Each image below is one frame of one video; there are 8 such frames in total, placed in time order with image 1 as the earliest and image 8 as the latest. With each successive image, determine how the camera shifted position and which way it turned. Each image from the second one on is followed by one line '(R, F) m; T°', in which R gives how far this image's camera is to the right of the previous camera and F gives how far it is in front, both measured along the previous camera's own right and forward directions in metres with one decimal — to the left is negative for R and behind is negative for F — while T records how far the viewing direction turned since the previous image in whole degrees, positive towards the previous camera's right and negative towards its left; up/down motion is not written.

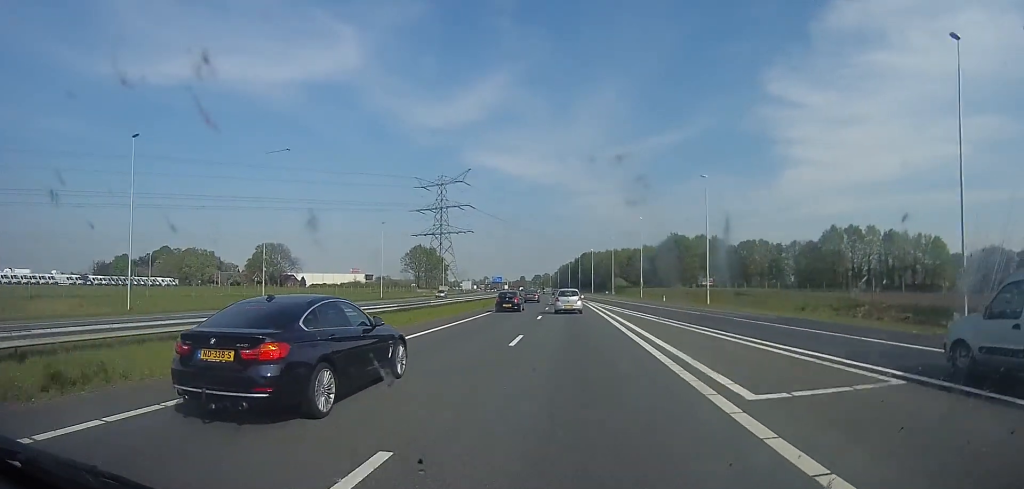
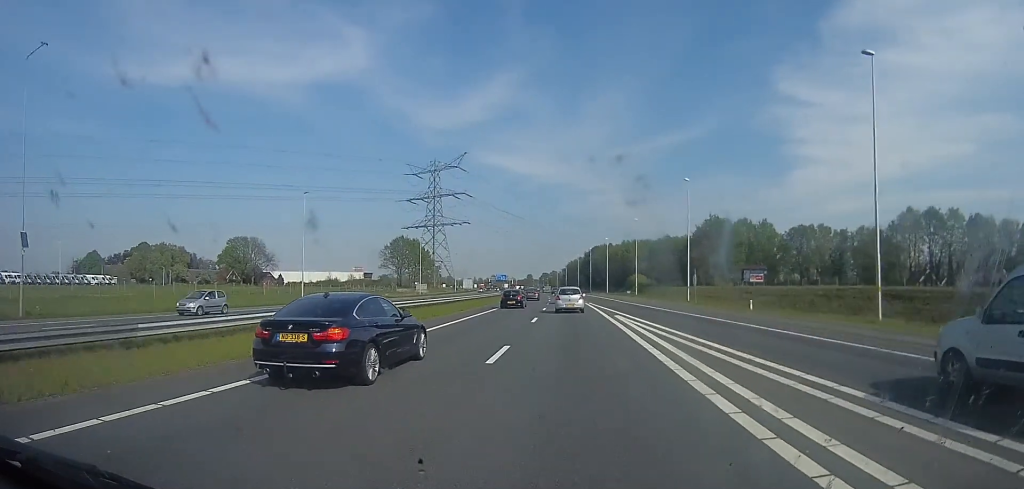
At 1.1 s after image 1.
(-0.2, +27.4) m; -4°
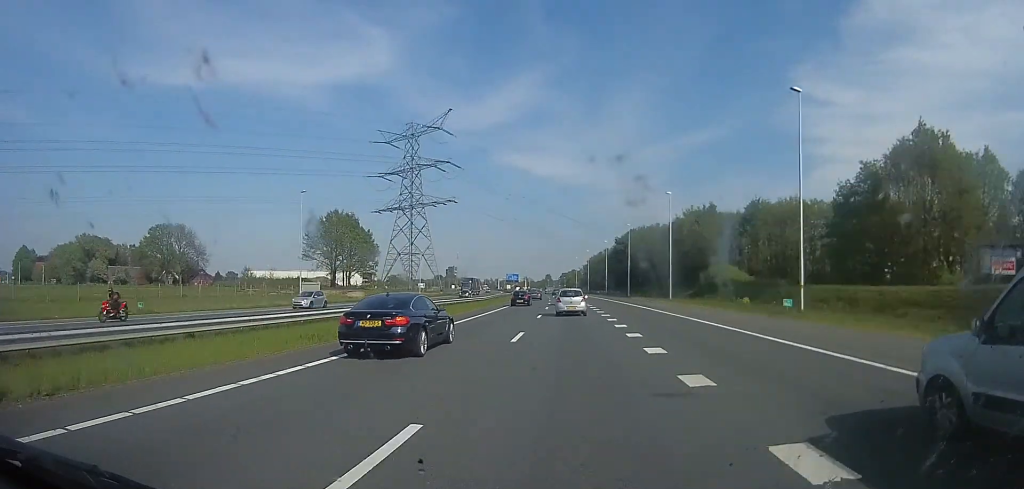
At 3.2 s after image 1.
(-0.2, +55.3) m; -1°
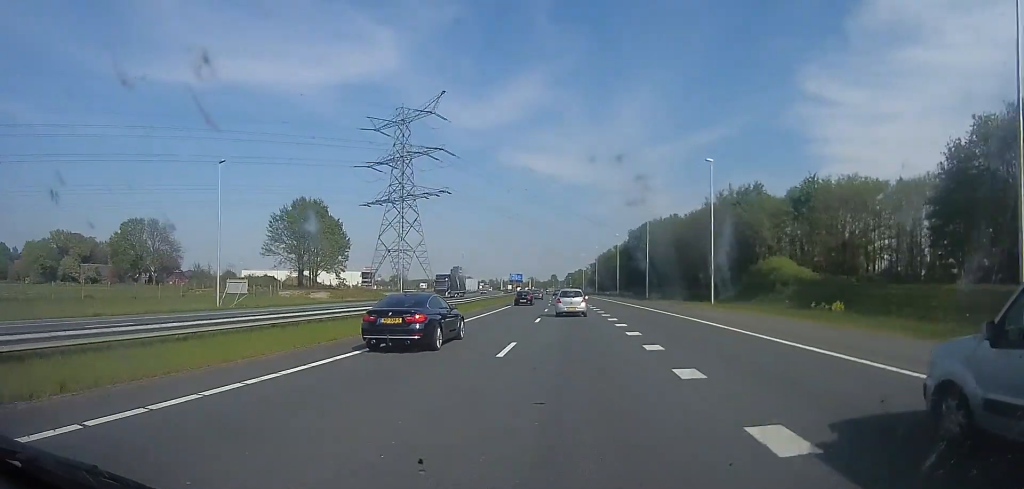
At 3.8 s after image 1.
(-0.7, +15.2) m; -2°
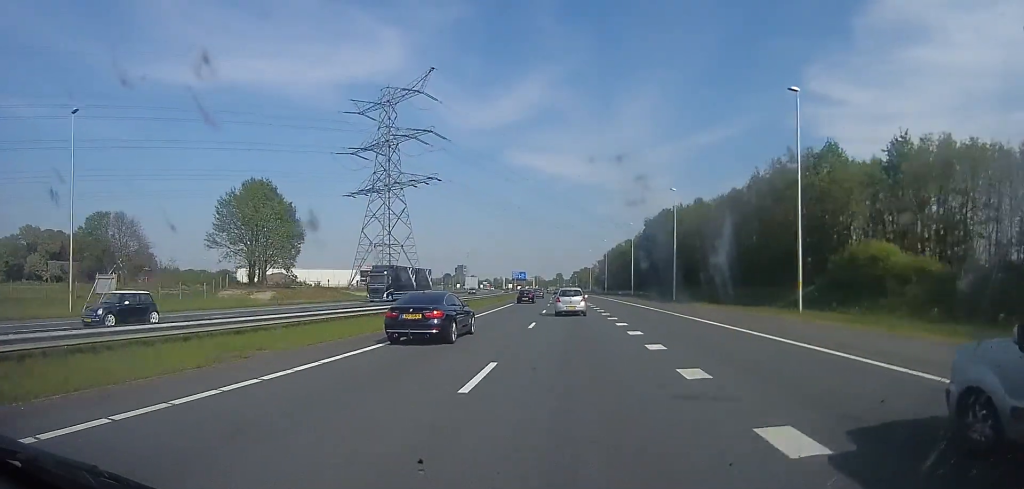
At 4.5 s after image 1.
(-0.2, +16.1) m; -1°
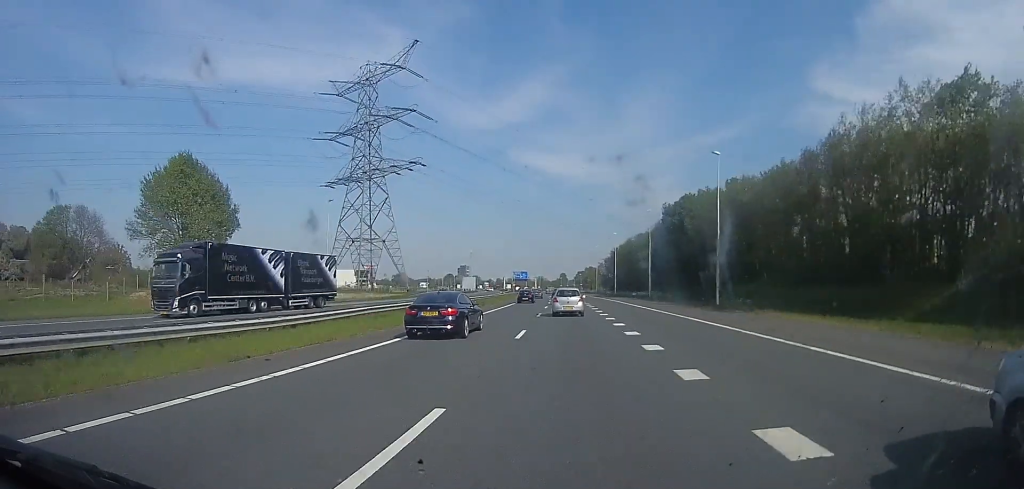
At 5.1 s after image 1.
(0.0, +16.1) m; 0°
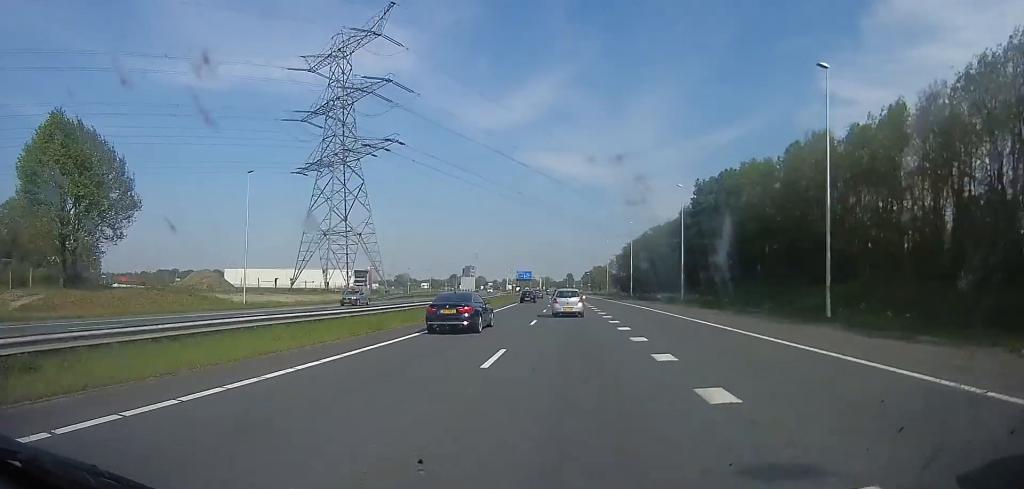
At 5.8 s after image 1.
(-0.1, +17.7) m; 0°
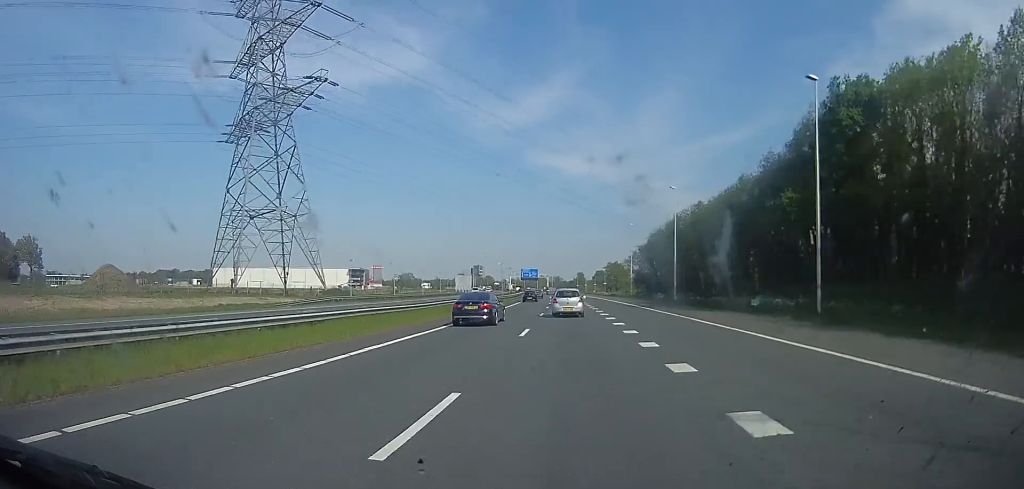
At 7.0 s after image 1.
(+0.1, +29.3) m; -1°
